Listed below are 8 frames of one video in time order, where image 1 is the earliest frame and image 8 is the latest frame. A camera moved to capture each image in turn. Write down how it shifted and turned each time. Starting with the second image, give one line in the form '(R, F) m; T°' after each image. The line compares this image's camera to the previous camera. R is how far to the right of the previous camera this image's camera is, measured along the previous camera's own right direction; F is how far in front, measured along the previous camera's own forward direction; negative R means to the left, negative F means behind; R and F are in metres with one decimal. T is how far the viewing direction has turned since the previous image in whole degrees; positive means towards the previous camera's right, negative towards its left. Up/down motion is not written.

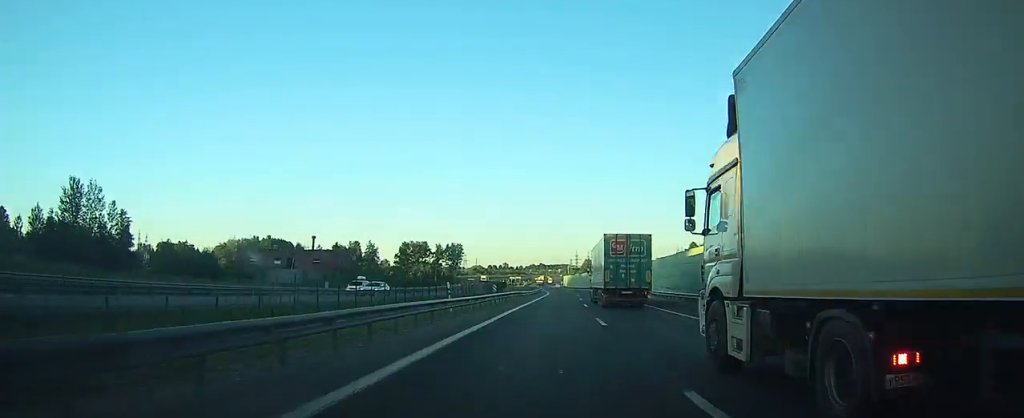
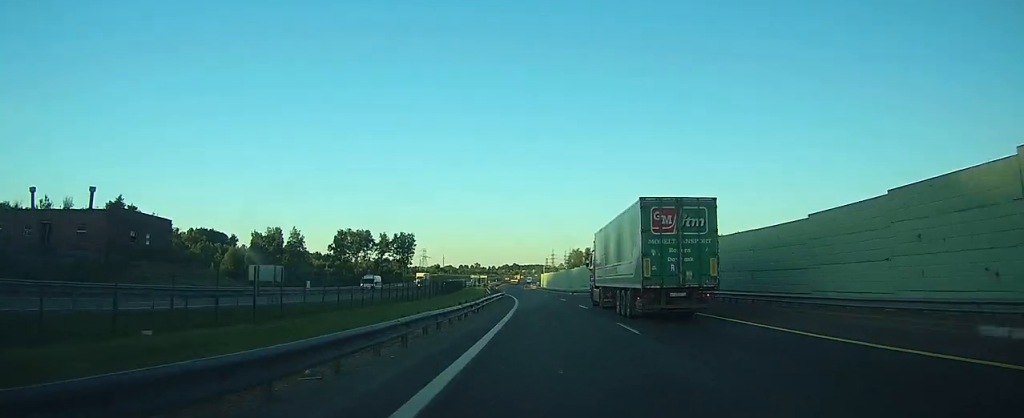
(+0.8, +52.6) m; +2°
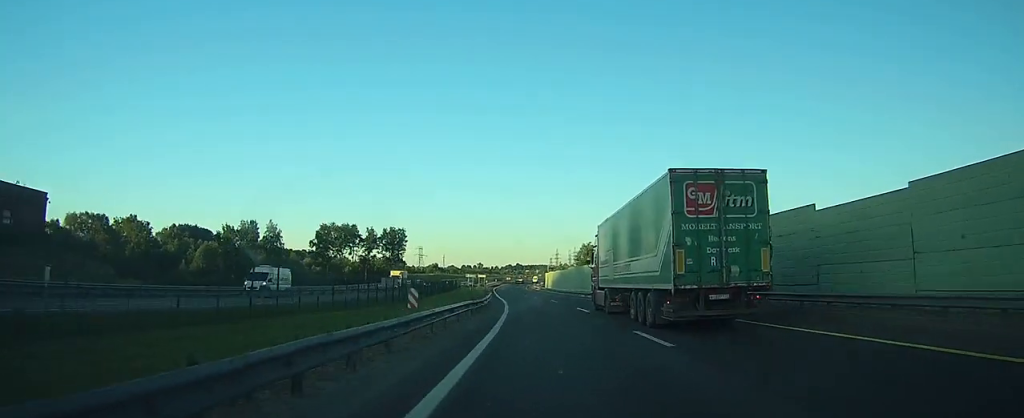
(+0.2, +19.7) m; 0°
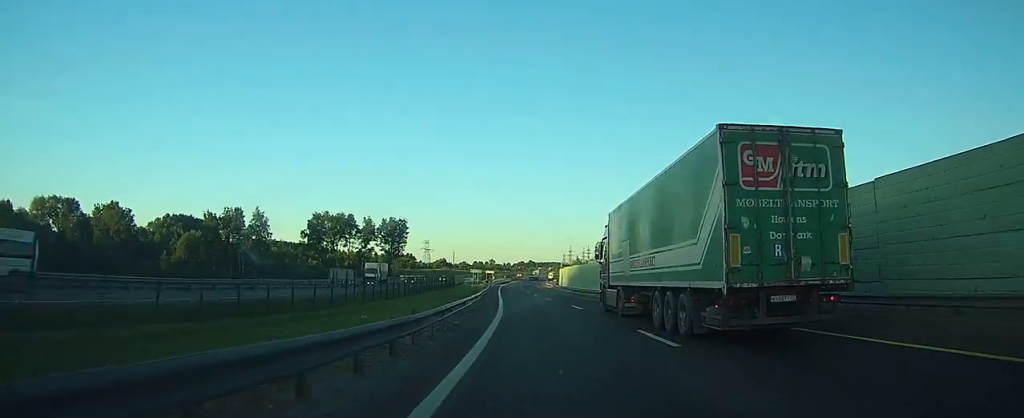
(+0.1, +16.5) m; 0°
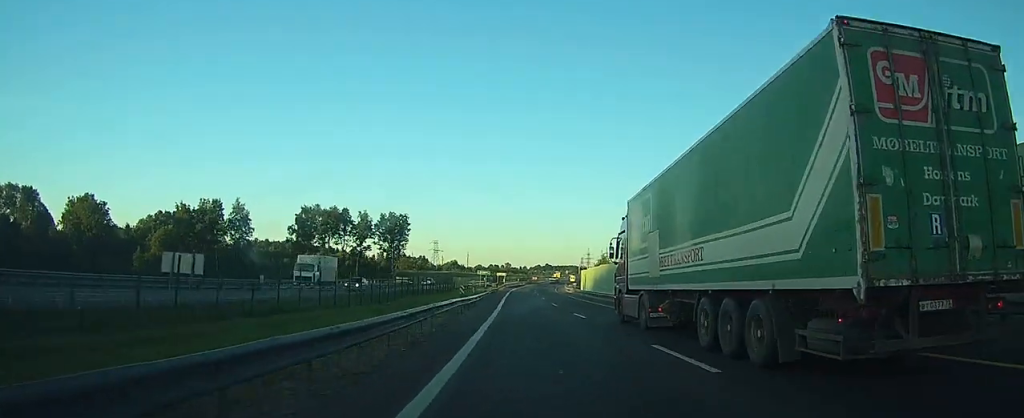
(-0.1, +19.5) m; -1°
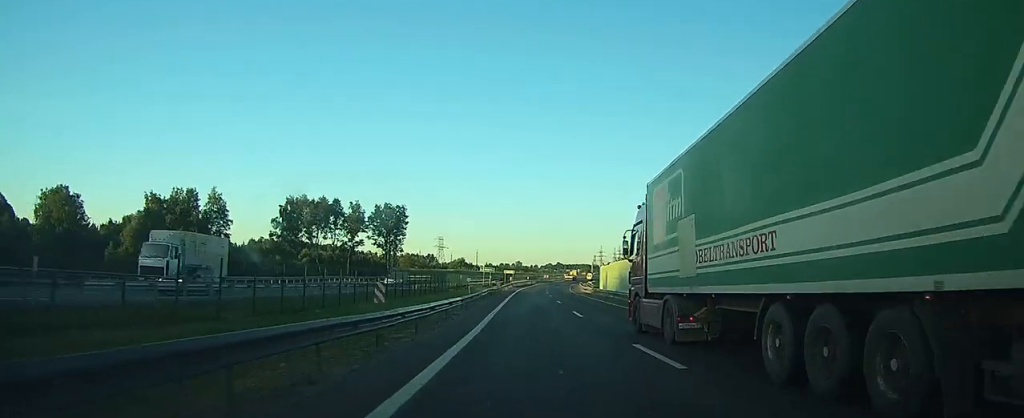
(-0.1, +15.4) m; -1°
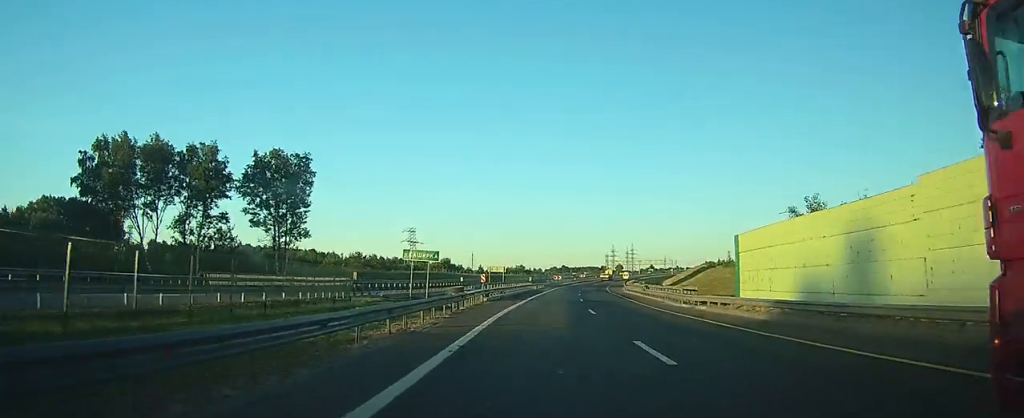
(-1.7, +64.1) m; -2°
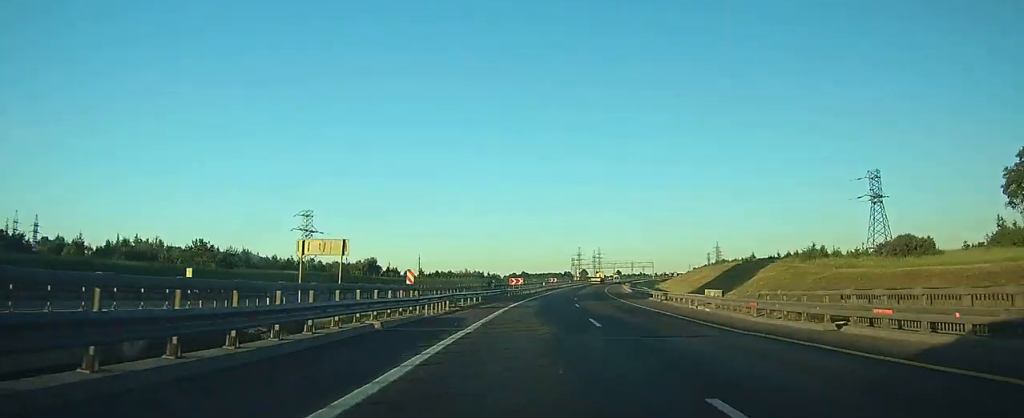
(+0.9, +55.9) m; +3°
